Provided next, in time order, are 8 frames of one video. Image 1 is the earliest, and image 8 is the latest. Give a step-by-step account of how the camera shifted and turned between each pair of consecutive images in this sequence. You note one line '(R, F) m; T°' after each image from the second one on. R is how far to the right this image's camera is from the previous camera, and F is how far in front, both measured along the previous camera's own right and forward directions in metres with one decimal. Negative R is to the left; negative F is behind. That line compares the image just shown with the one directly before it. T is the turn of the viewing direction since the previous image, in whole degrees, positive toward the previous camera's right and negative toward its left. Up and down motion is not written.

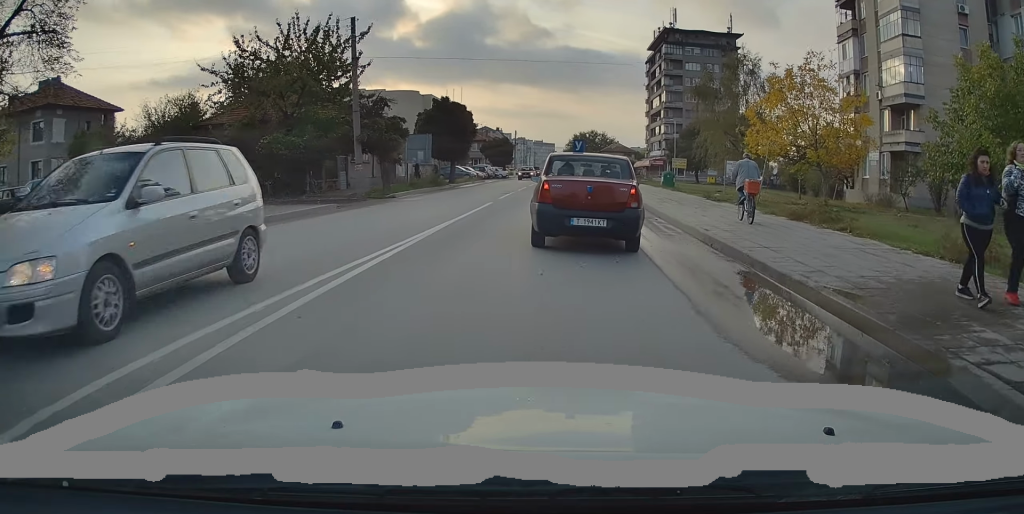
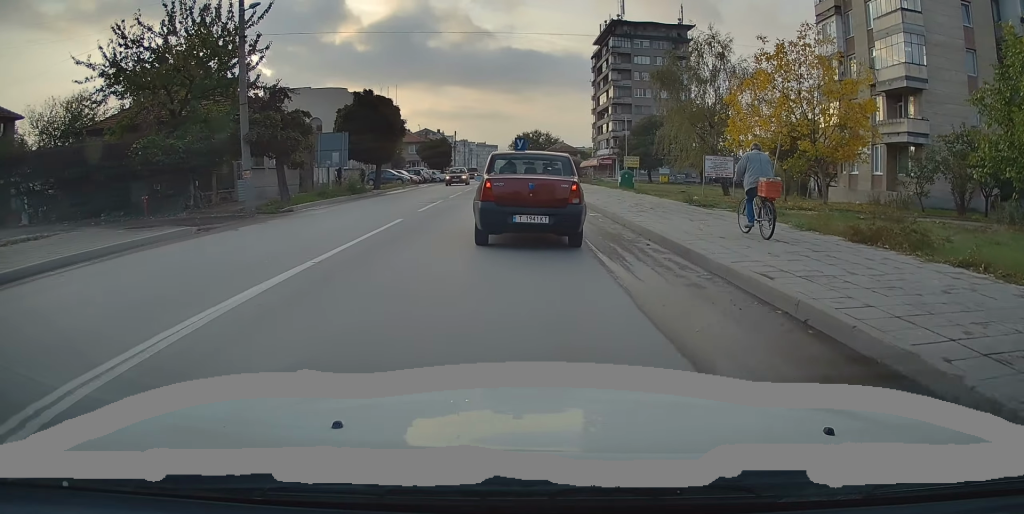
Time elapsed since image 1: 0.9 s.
(+0.1, +6.8) m; +4°
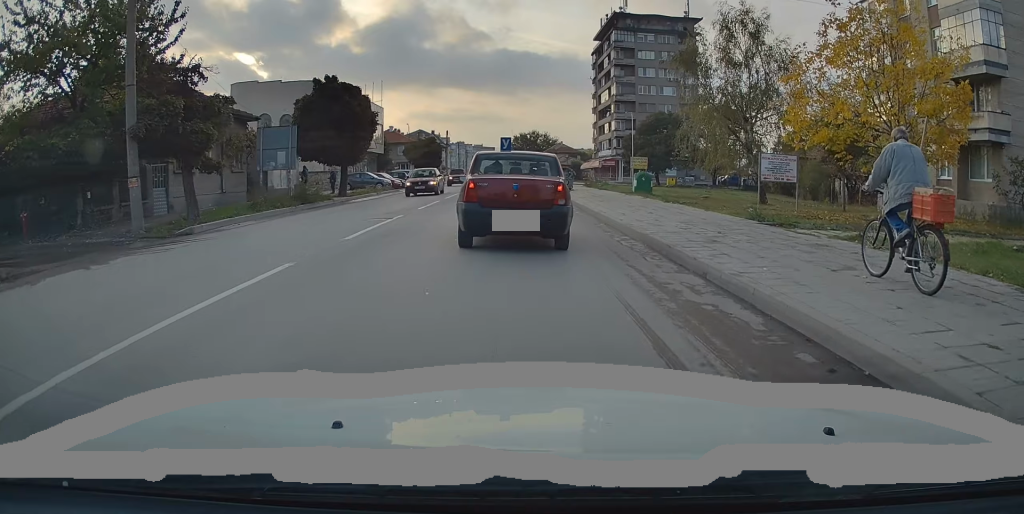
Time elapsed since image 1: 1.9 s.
(+0.4, +7.4) m; +1°
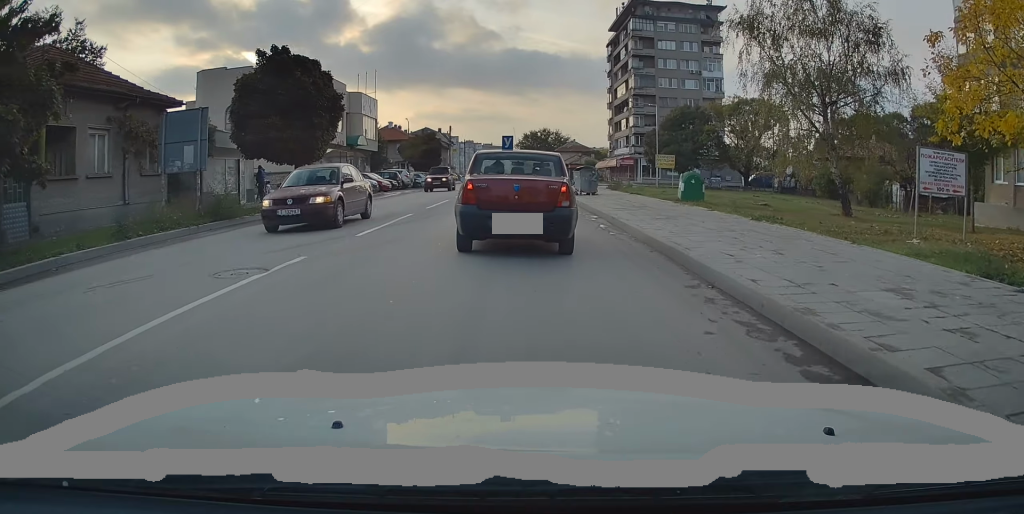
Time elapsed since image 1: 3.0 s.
(-0.4, +8.6) m; -4°
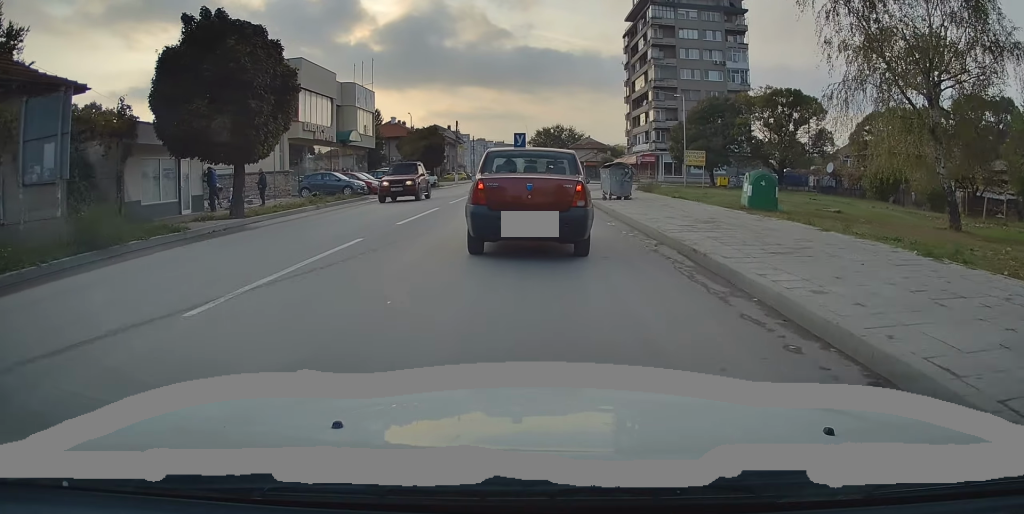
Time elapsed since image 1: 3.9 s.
(-0.1, +6.8) m; -3°
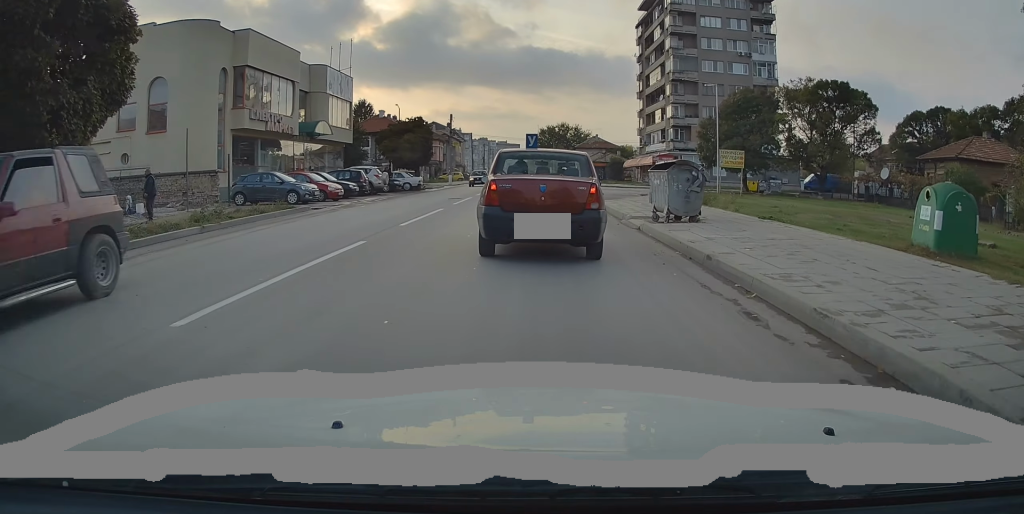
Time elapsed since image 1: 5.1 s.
(-0.5, +9.7) m; -3°
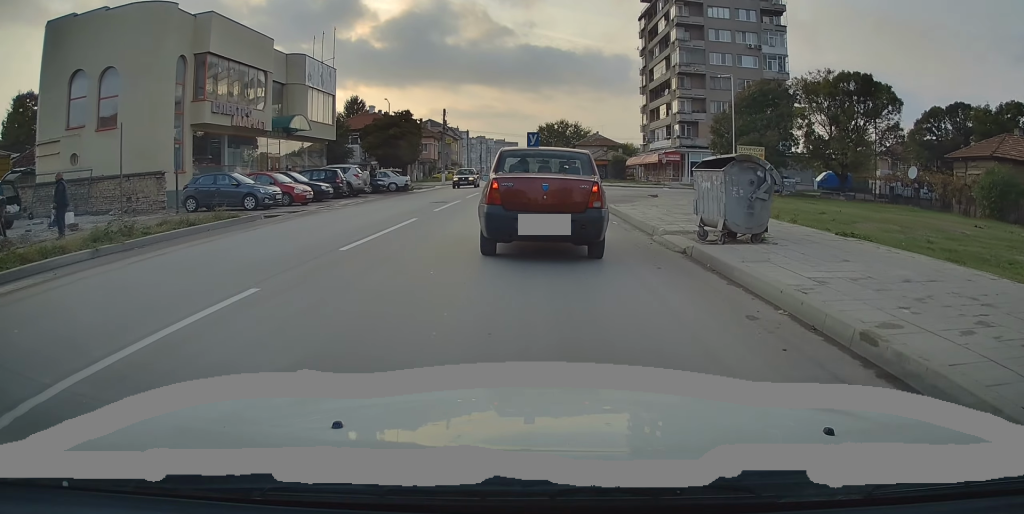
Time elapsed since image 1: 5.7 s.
(0.0, +4.4) m; +2°
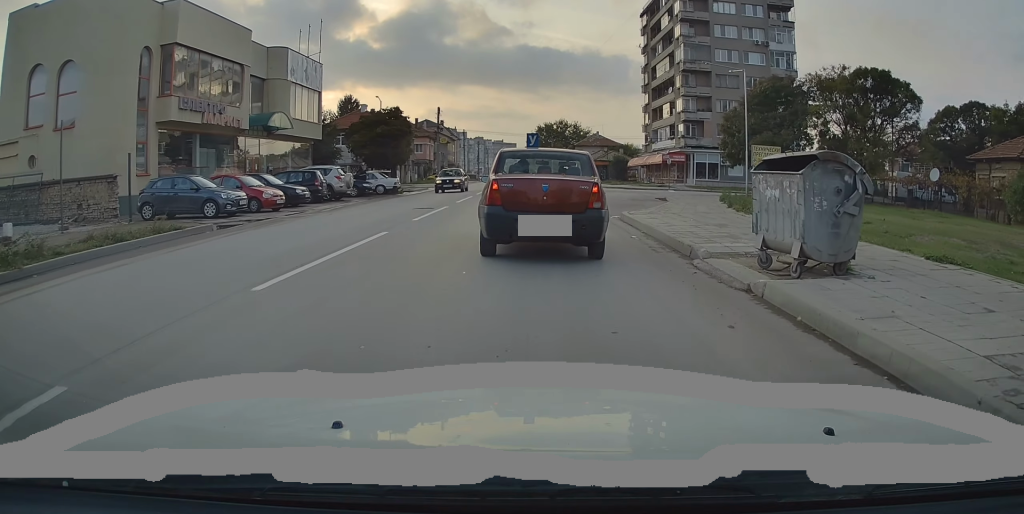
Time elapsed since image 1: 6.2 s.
(0.0, +3.2) m; +1°
